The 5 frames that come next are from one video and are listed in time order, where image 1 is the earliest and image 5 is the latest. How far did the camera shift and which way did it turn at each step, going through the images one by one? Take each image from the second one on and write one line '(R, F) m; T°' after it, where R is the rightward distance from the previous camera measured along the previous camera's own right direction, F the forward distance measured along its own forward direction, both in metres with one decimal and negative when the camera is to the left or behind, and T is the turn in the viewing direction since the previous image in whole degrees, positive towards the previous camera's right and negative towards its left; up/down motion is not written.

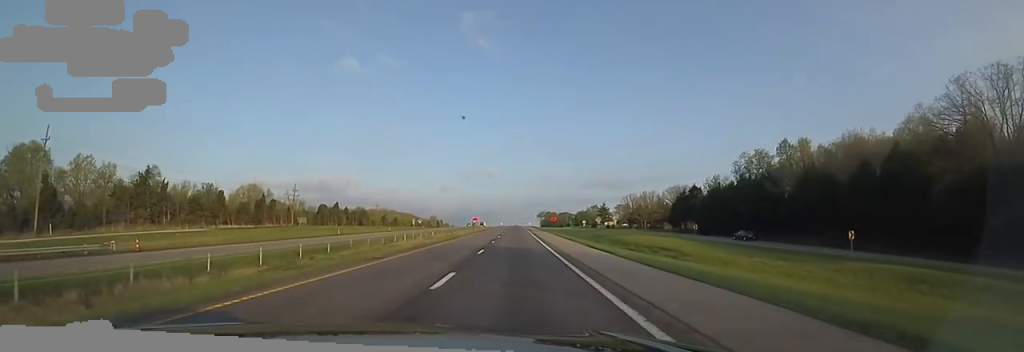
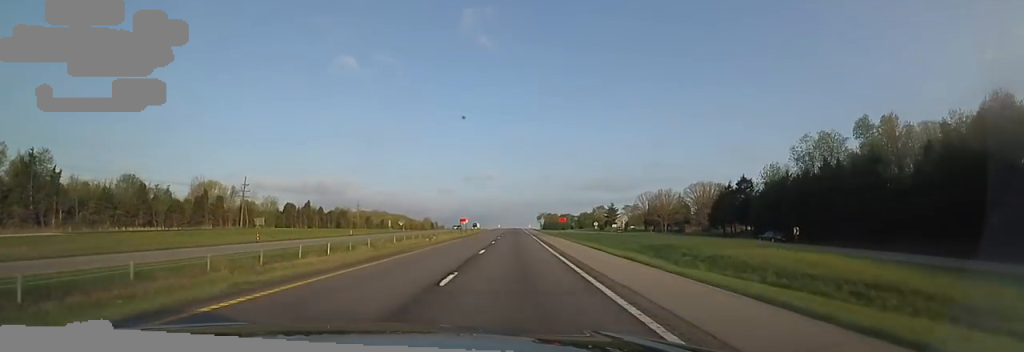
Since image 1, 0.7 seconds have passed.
(+0.7, +24.7) m; 0°
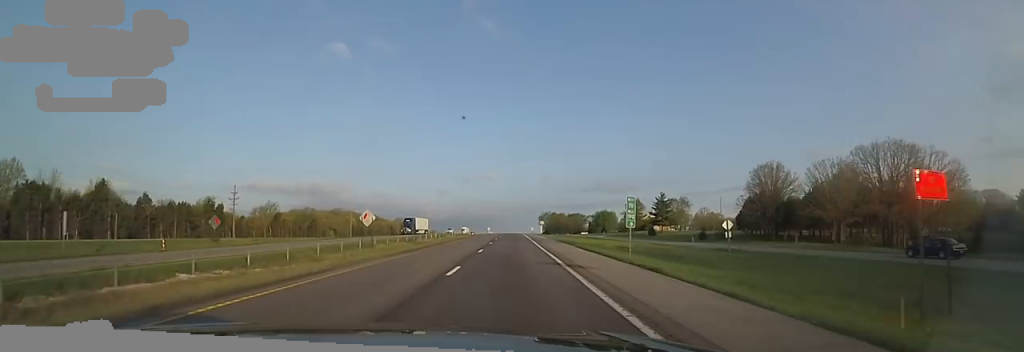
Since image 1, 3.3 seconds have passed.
(+0.2, +83.6) m; 0°
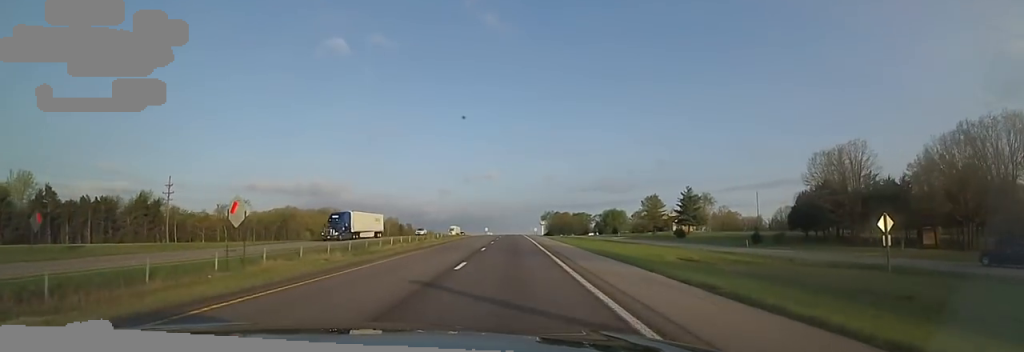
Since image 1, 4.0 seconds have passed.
(-0.9, +22.6) m; 0°
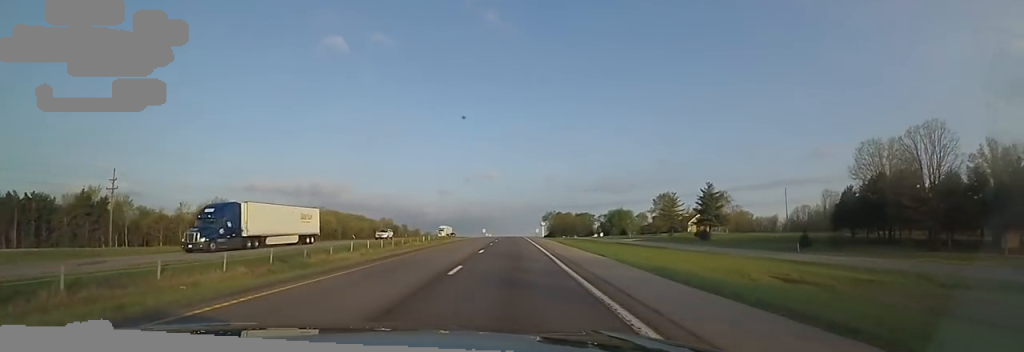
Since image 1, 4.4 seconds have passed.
(+0.3, +14.1) m; +1°
